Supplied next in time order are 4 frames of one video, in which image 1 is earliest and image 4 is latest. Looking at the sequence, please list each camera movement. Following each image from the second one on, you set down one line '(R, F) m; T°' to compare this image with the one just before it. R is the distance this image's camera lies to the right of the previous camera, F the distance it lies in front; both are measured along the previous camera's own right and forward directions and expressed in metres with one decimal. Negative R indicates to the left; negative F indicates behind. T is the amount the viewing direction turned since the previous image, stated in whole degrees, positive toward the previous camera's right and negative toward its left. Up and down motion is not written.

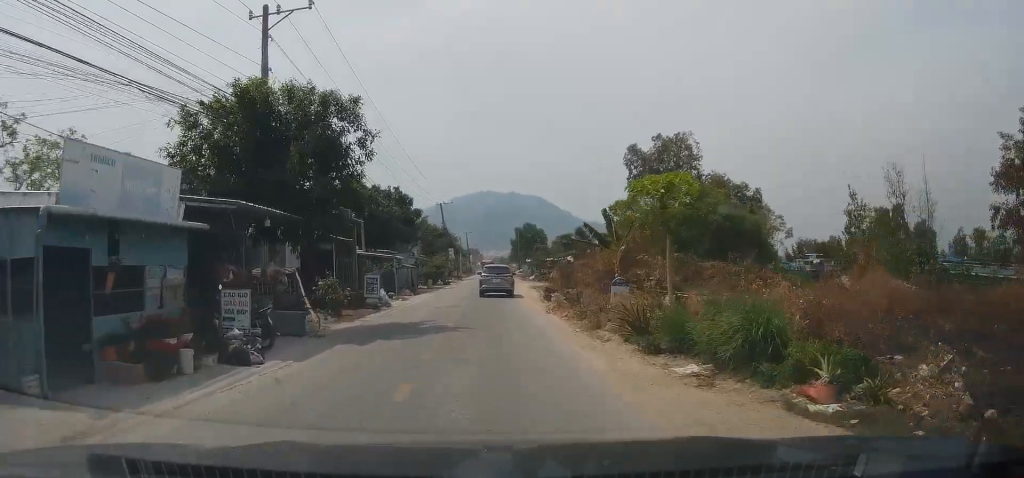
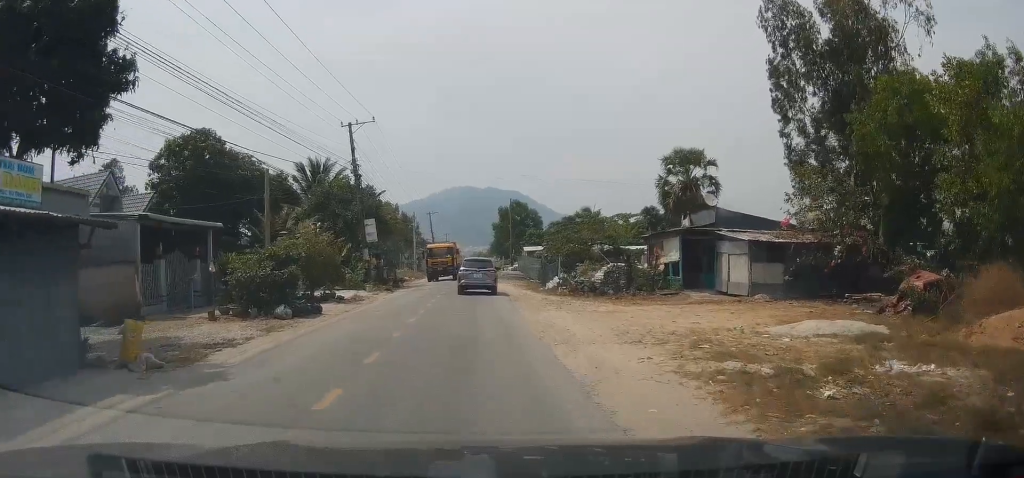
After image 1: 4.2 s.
(+1.0, +46.2) m; +2°
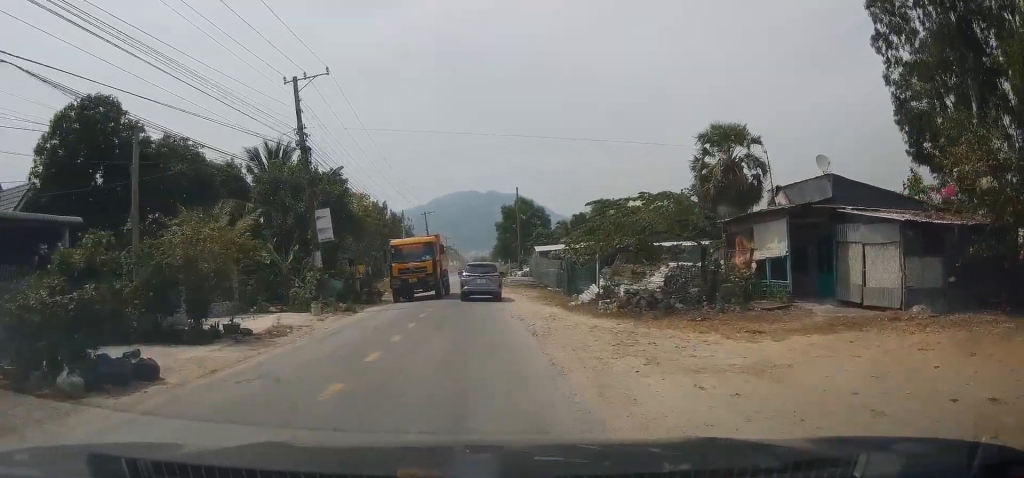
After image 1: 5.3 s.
(+0.1, +12.1) m; 0°
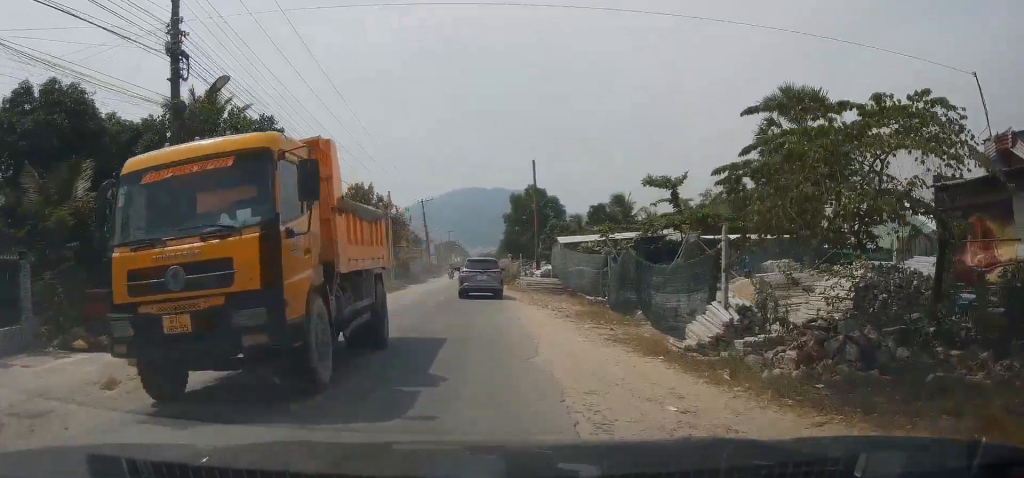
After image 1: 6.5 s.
(0.0, +13.1) m; +2°
